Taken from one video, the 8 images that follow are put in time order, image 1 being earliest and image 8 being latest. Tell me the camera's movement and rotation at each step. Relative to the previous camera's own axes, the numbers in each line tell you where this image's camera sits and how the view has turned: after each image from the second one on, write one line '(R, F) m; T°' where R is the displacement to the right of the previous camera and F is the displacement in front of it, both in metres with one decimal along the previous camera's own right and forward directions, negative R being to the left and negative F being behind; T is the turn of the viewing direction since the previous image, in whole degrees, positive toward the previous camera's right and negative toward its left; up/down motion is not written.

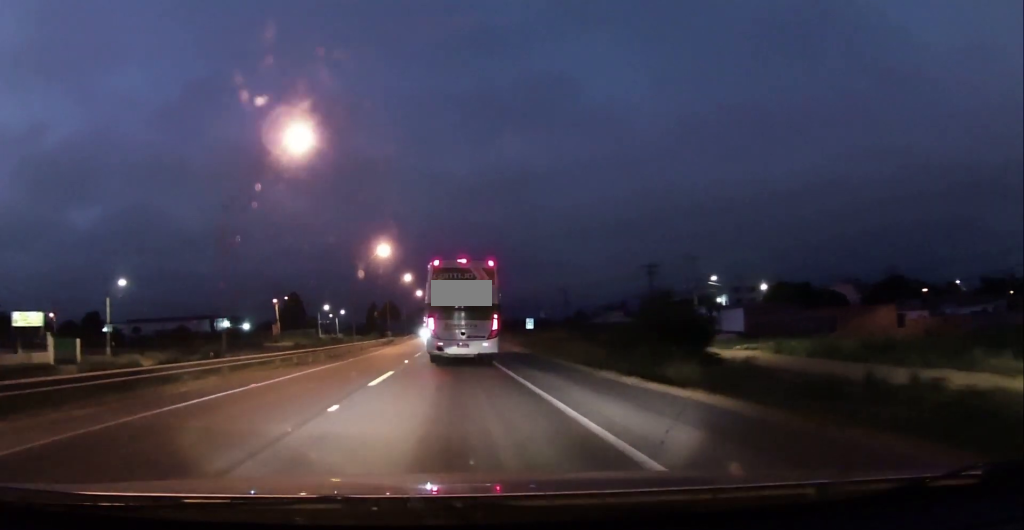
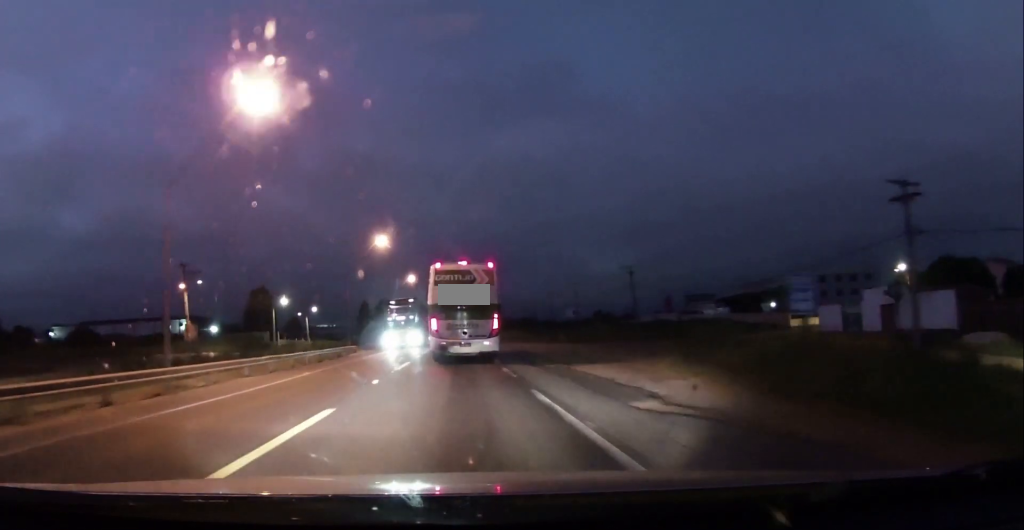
(-0.1, +46.9) m; +1°
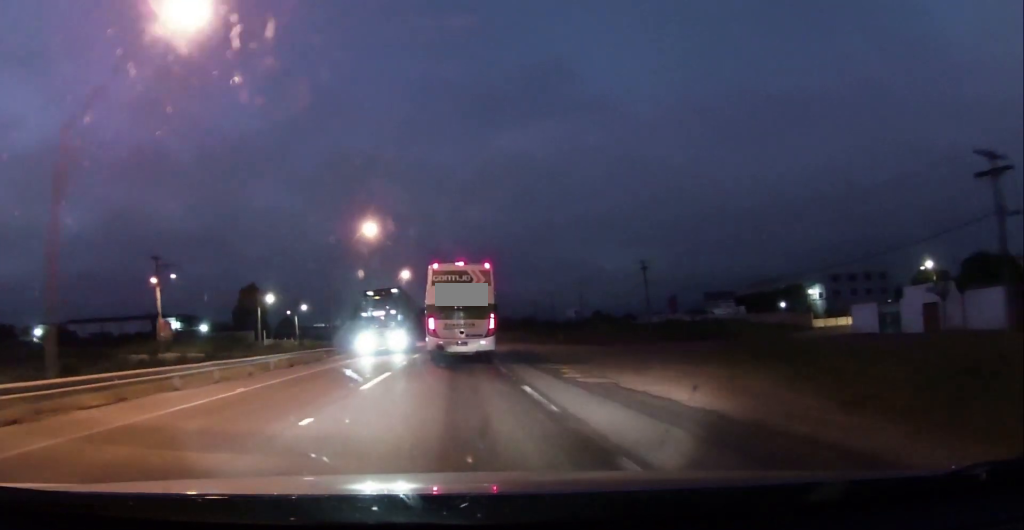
(0.0, +7.3) m; 0°
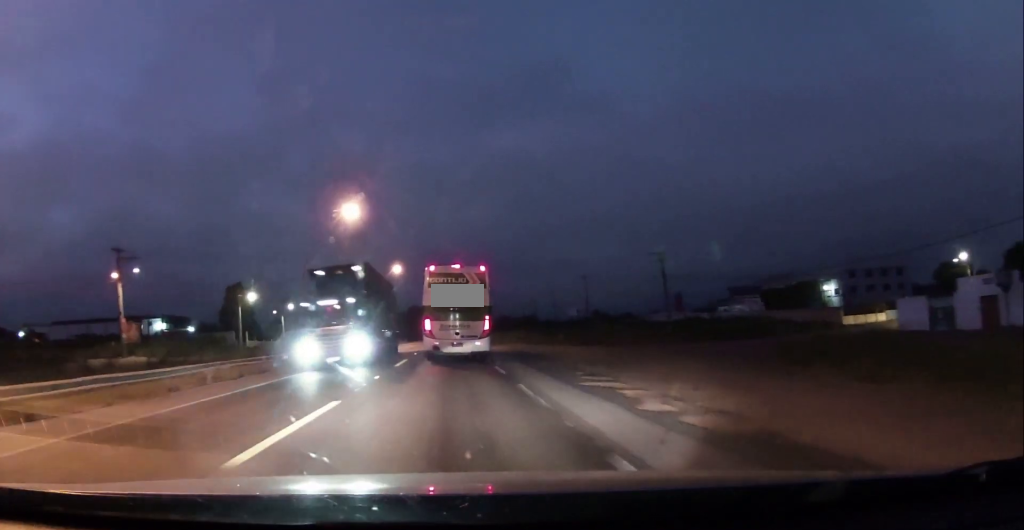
(0.0, +8.4) m; 0°
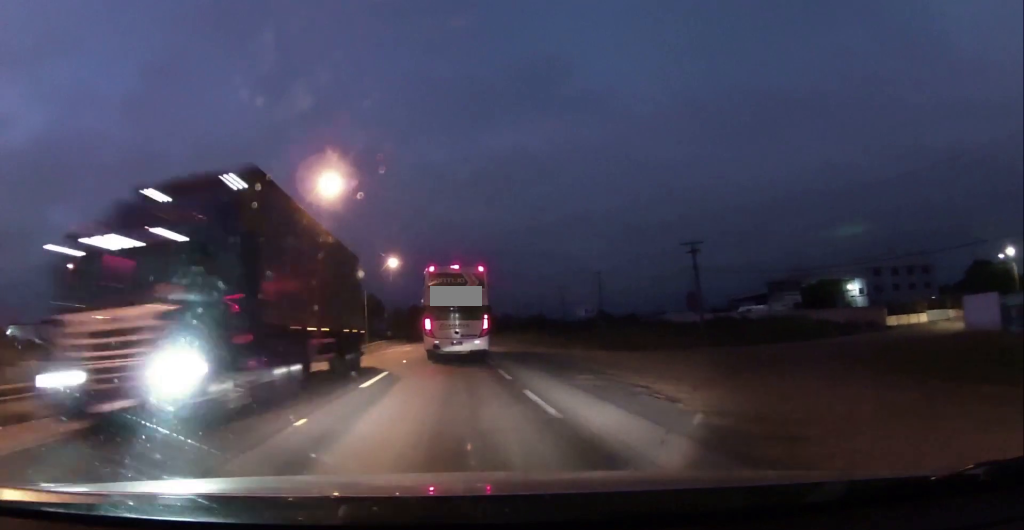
(0.0, +8.9) m; -1°
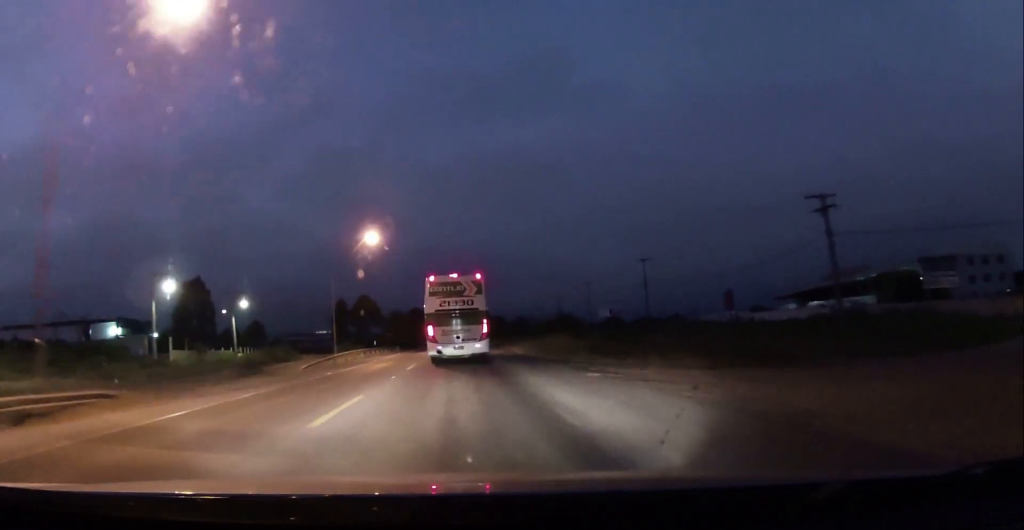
(-0.4, +22.8) m; -2°
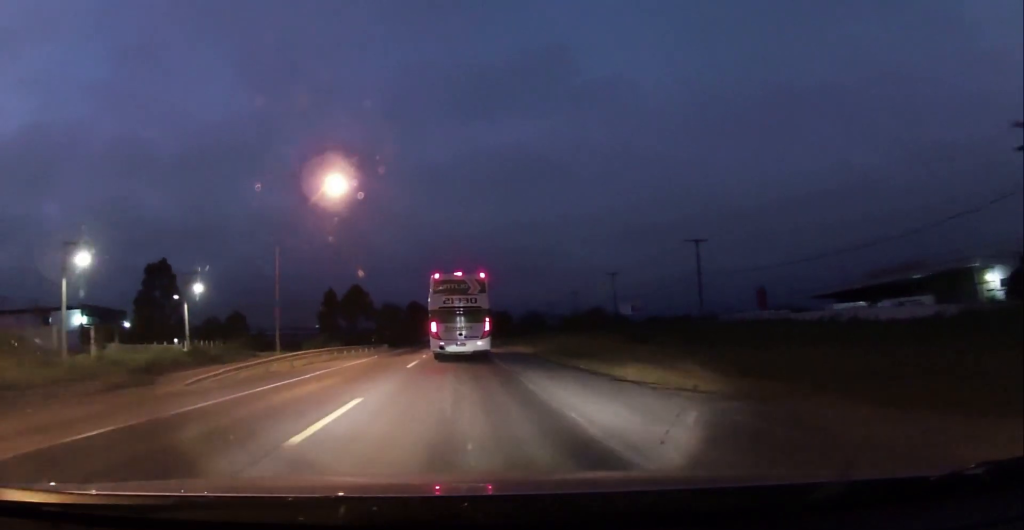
(0.0, +17.5) m; +1°
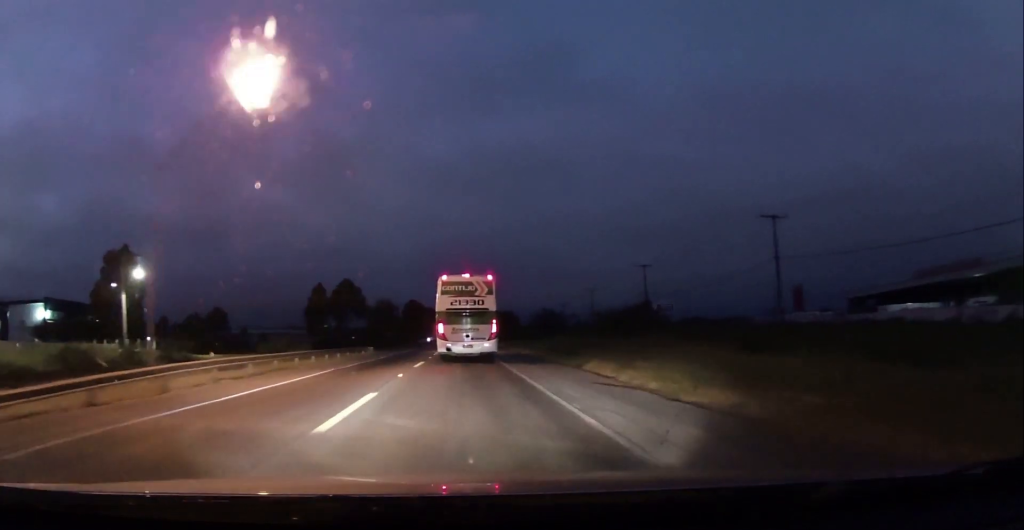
(+0.3, +15.7) m; 0°
